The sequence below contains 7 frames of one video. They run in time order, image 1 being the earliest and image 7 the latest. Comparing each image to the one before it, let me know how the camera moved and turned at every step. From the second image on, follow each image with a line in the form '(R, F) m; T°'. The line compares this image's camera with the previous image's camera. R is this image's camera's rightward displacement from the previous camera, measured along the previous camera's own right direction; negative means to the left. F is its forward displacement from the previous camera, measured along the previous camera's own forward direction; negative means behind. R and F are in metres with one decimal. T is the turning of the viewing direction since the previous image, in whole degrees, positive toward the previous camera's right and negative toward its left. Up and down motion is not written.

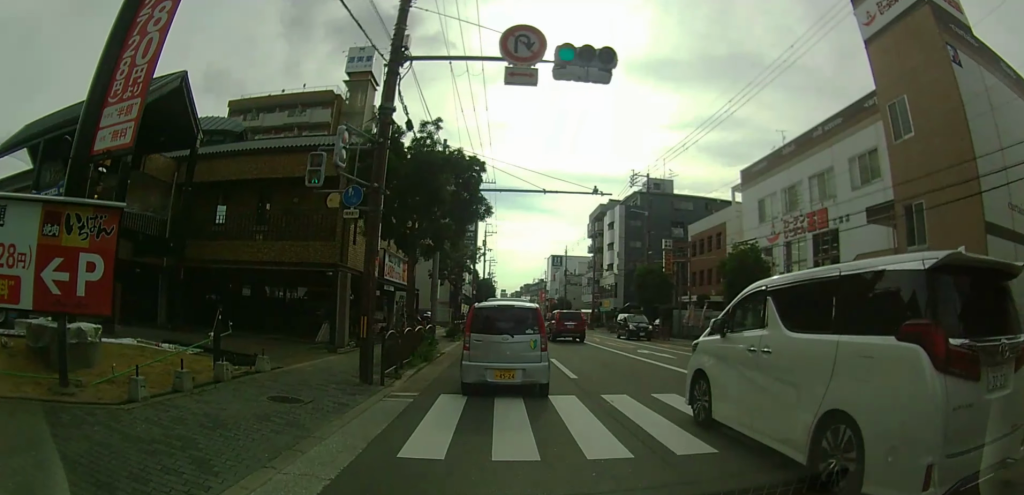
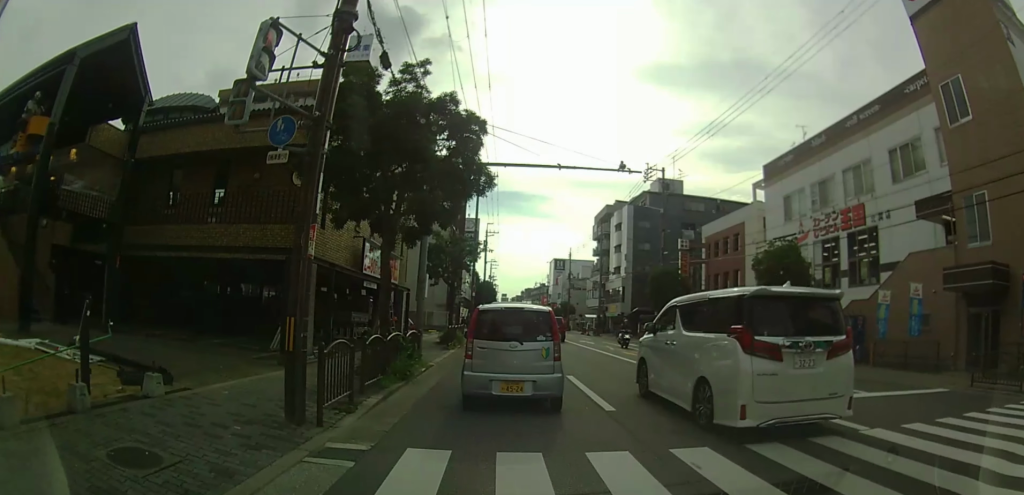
(0.0, +4.1) m; +1°
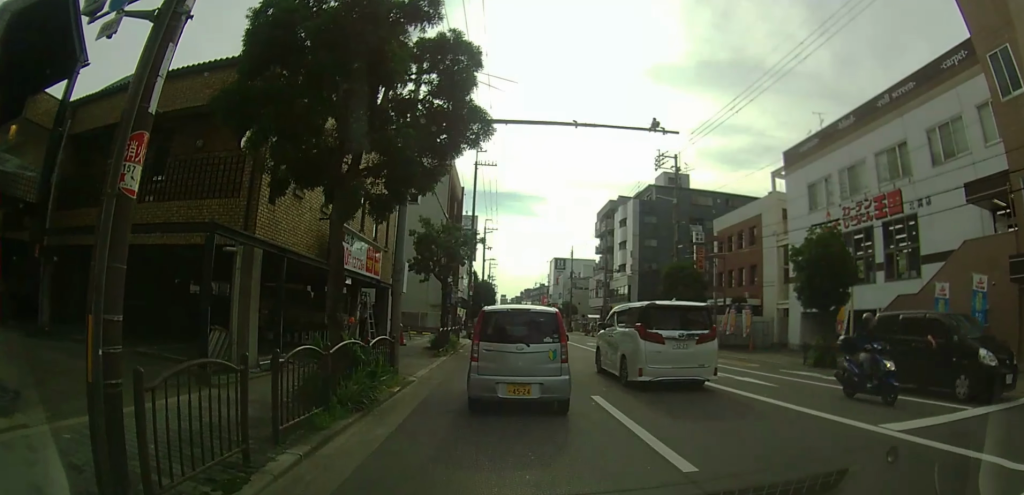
(+0.1, +3.9) m; +2°
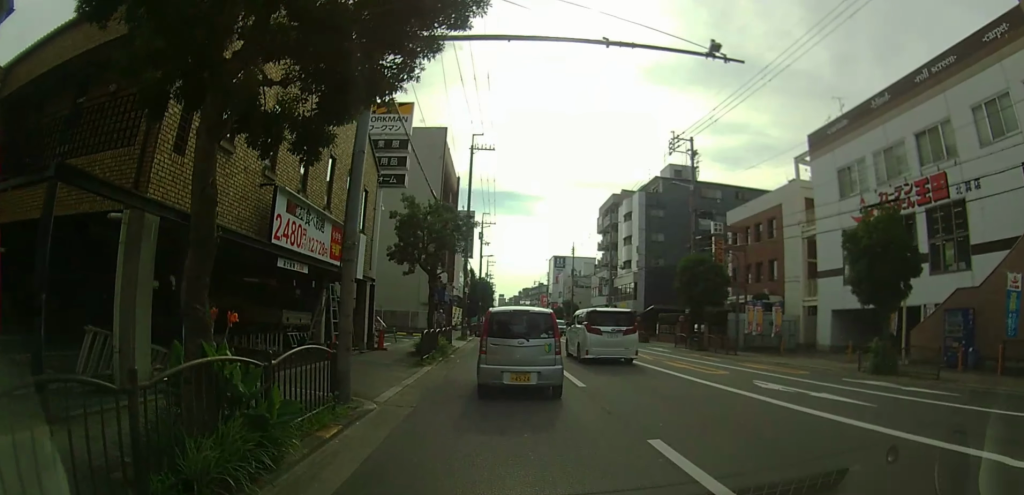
(0.0, +3.9) m; -1°
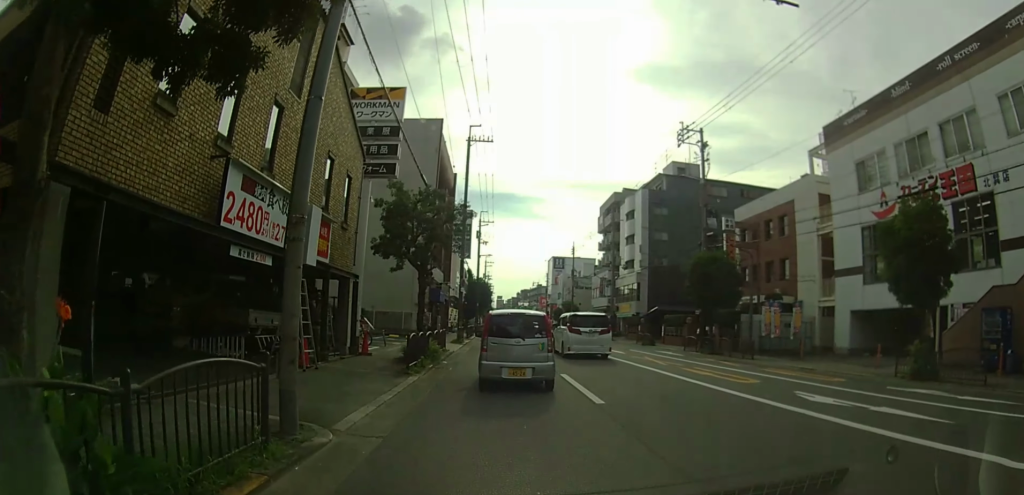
(0.0, +2.0) m; -1°
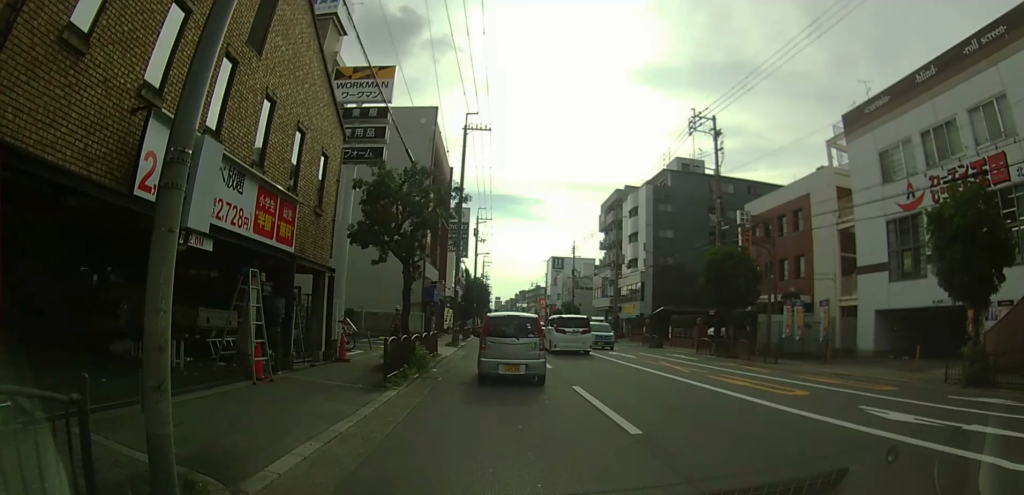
(0.0, +2.0) m; -1°
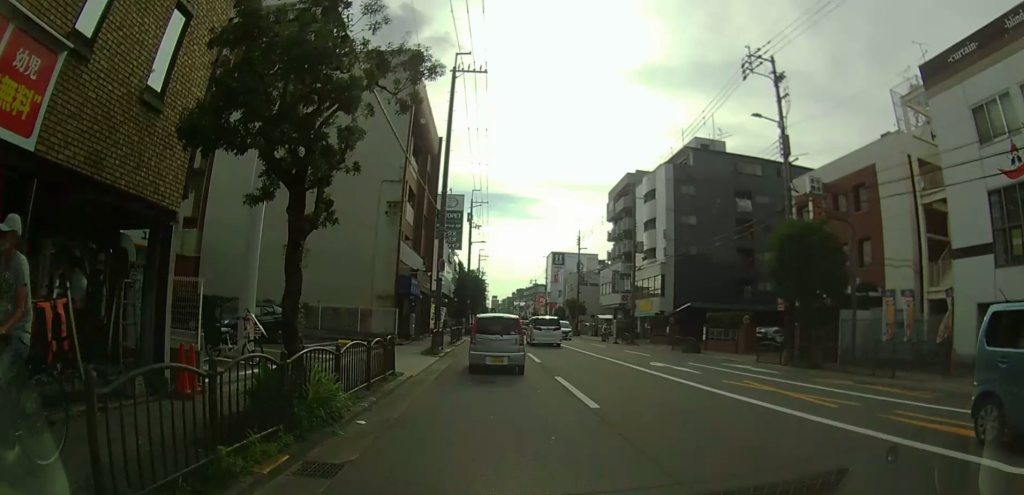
(-0.1, +7.7) m; -2°
